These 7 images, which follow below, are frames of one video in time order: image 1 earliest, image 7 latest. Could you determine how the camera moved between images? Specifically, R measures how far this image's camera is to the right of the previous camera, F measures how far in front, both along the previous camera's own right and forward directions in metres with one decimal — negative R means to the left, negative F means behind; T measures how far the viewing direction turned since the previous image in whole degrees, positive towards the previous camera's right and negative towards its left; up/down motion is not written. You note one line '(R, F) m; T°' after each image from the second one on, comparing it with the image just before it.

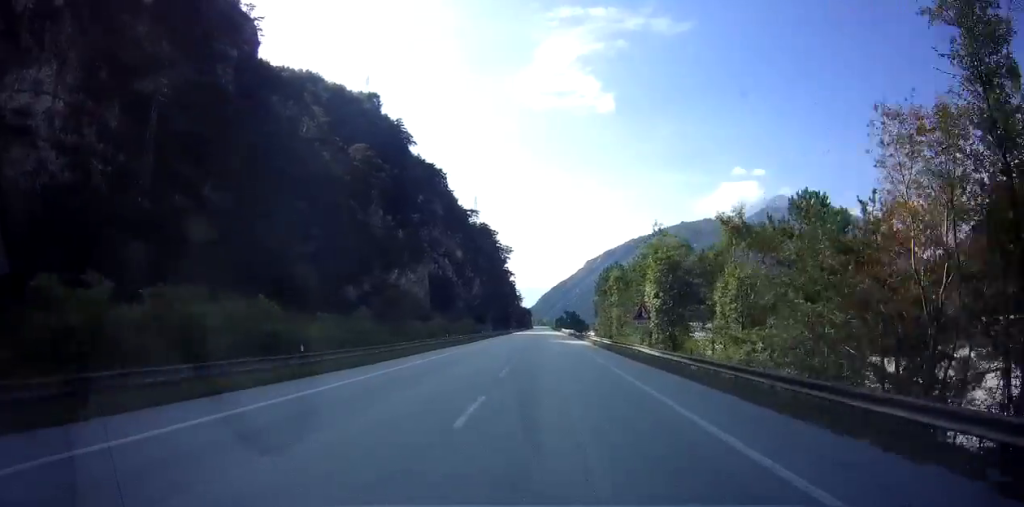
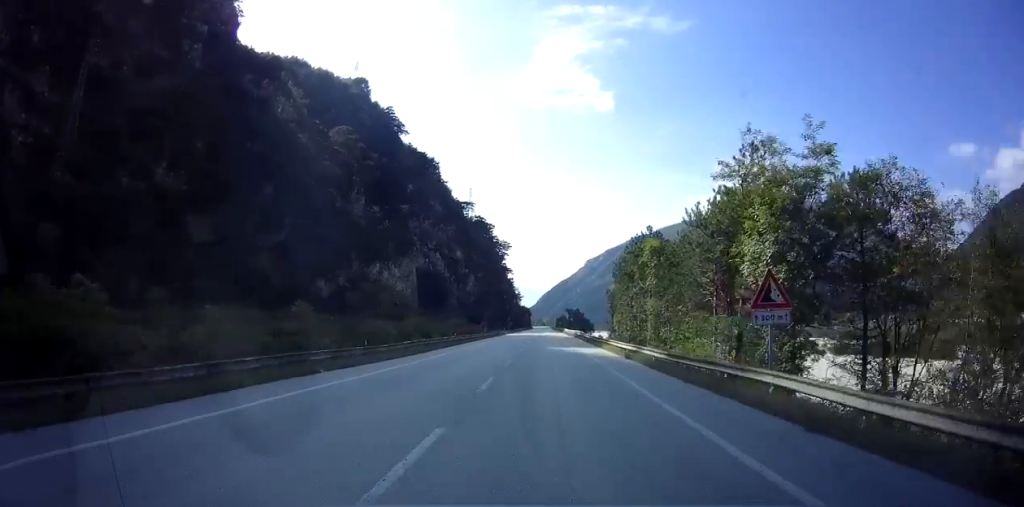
(0.0, +18.2) m; 0°
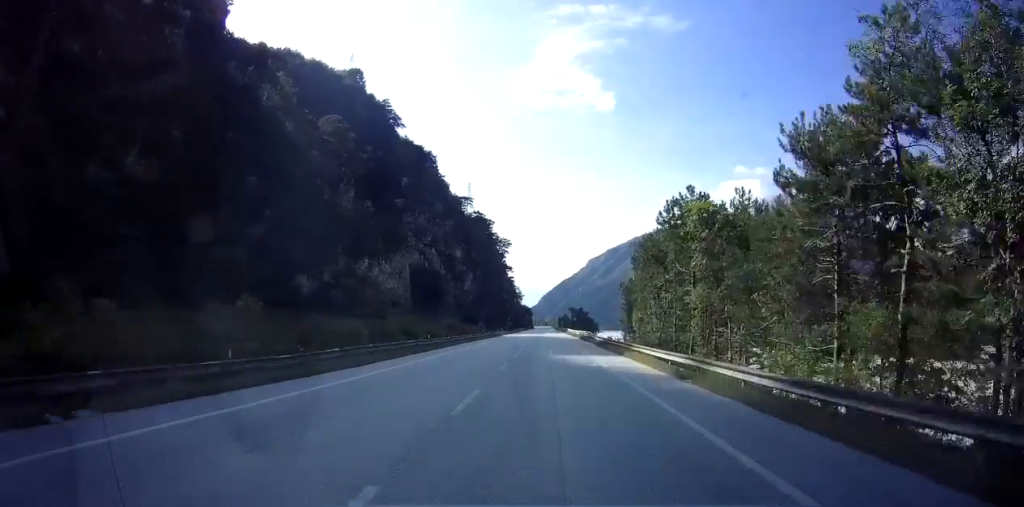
(+0.1, +10.3) m; 0°
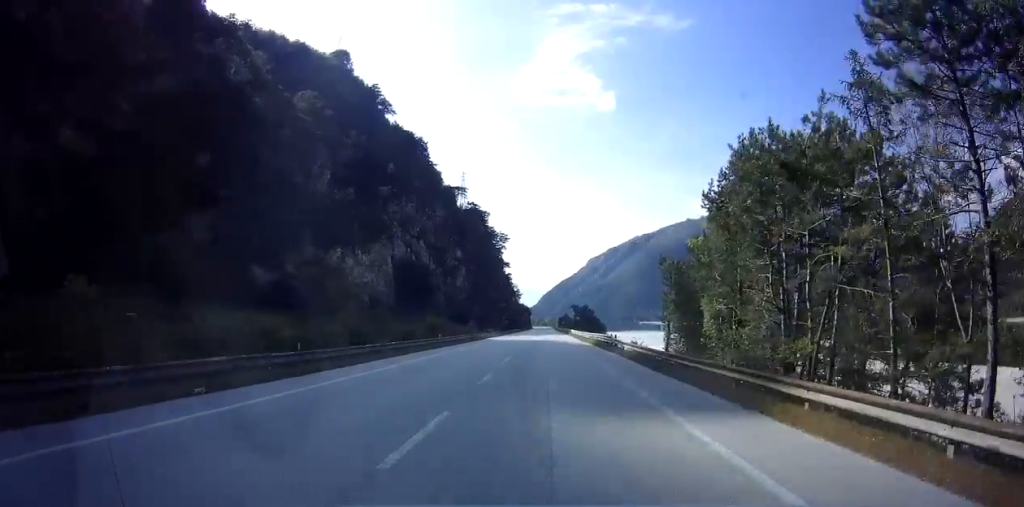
(-0.2, +18.3) m; 0°
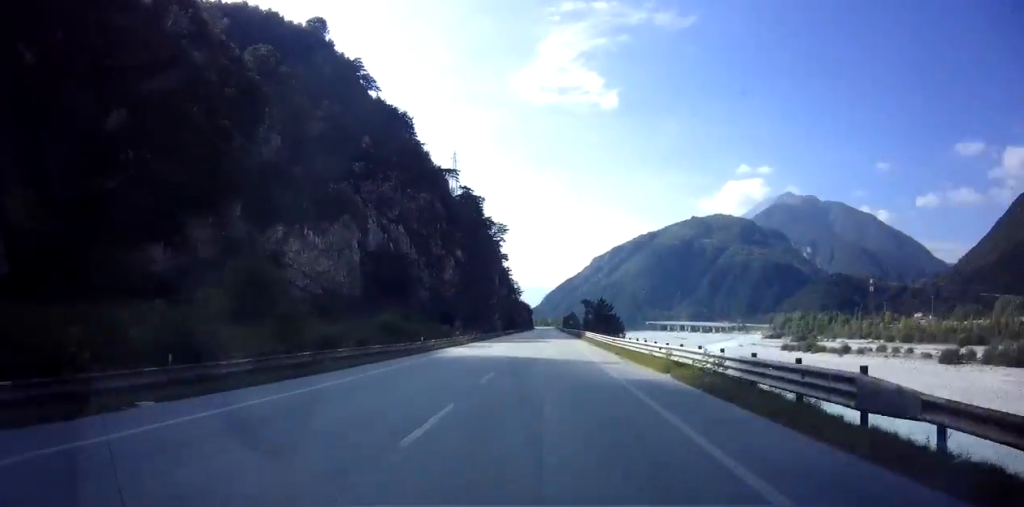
(+0.2, +29.4) m; +1°
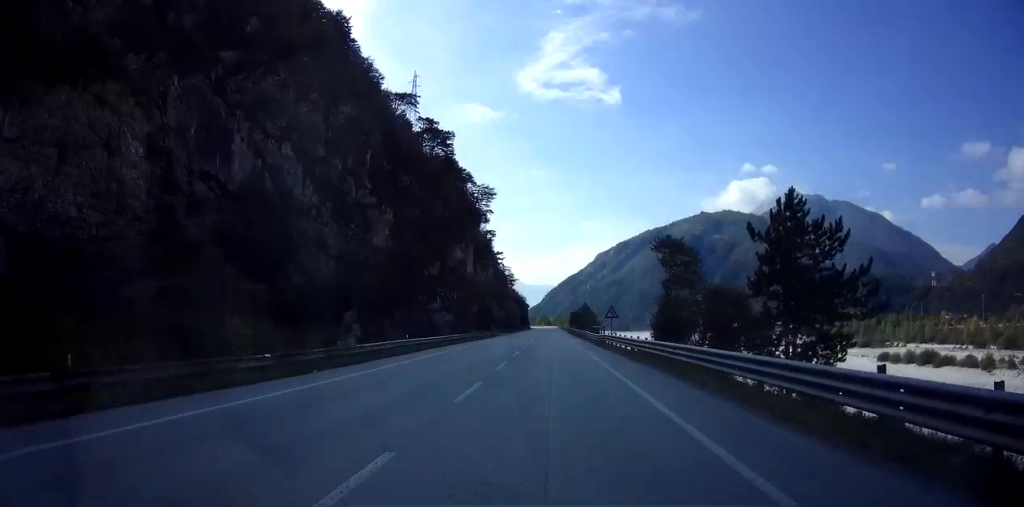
(-0.6, +69.6) m; -1°
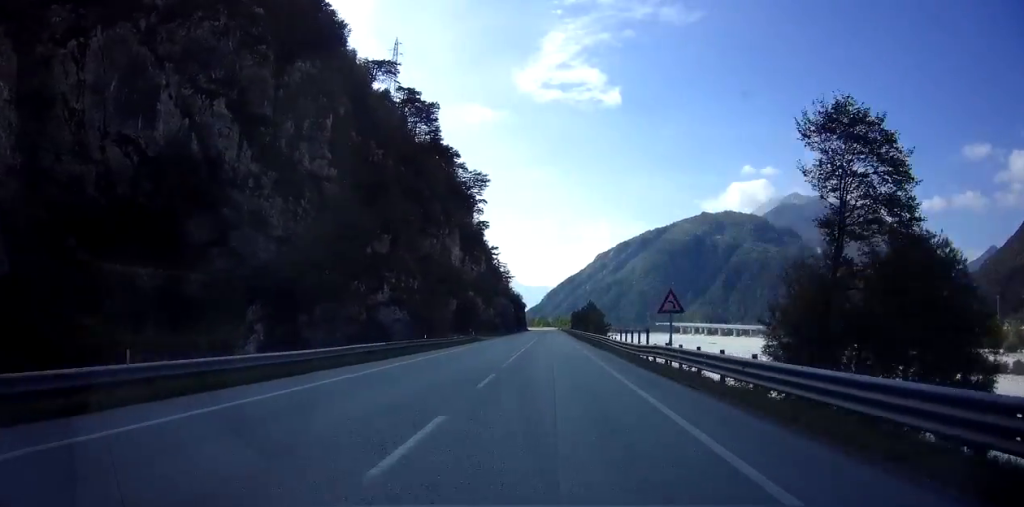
(+0.2, +20.5) m; +1°
